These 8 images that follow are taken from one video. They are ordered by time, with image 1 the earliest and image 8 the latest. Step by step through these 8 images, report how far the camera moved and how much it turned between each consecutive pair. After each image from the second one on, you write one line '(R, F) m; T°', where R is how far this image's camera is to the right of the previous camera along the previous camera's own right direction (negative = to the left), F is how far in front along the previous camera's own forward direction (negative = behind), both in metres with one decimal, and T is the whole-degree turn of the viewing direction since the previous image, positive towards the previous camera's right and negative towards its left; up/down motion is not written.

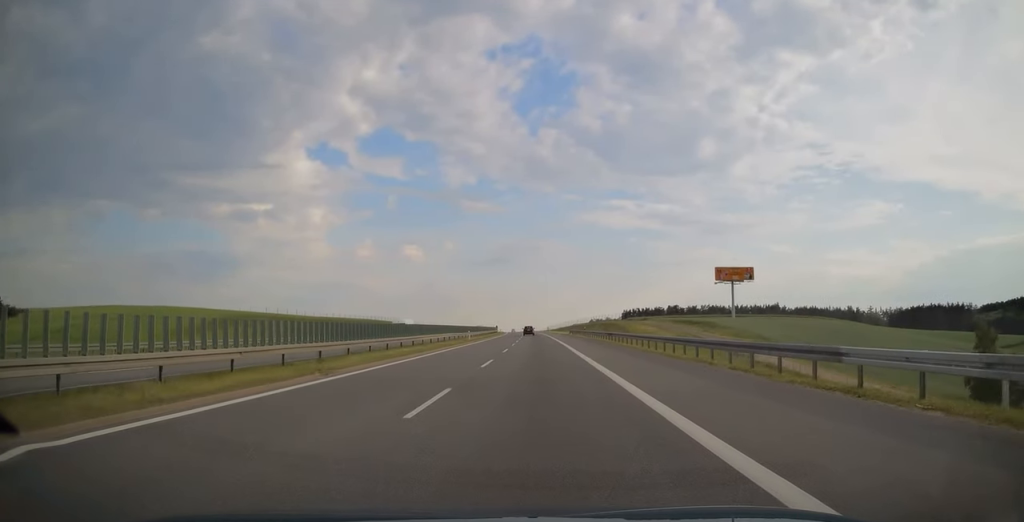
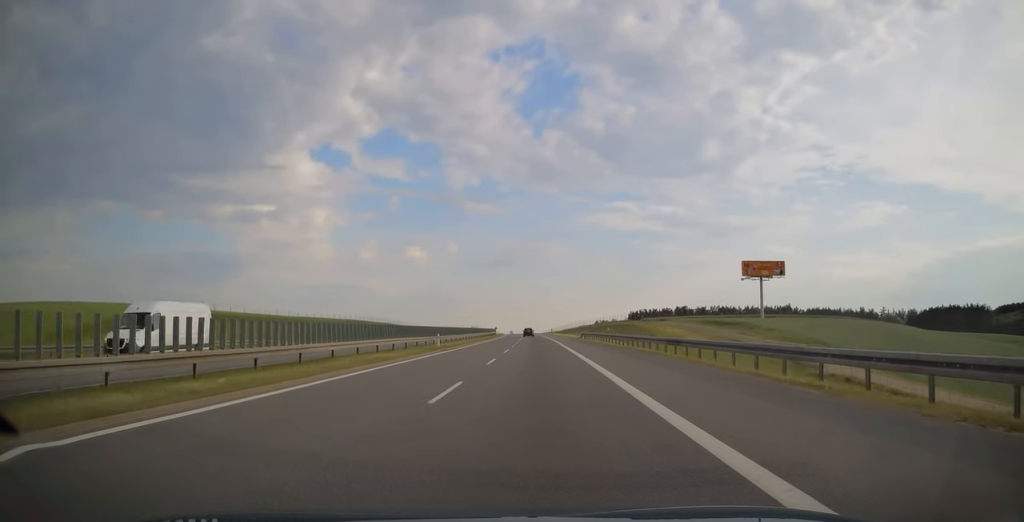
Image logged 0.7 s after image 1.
(0.0, +22.3) m; 0°
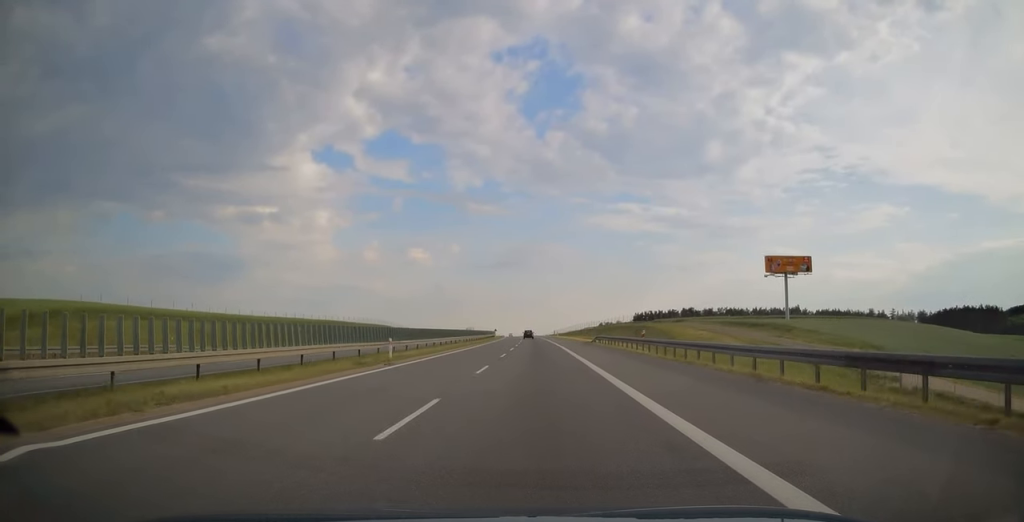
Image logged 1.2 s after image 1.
(0.0, +15.8) m; 0°
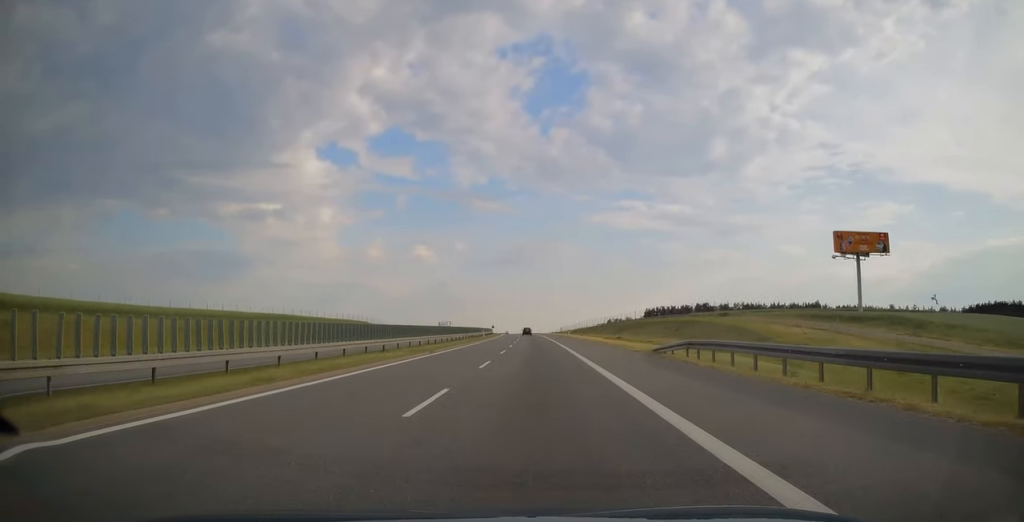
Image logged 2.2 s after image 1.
(-0.1, +34.3) m; 0°
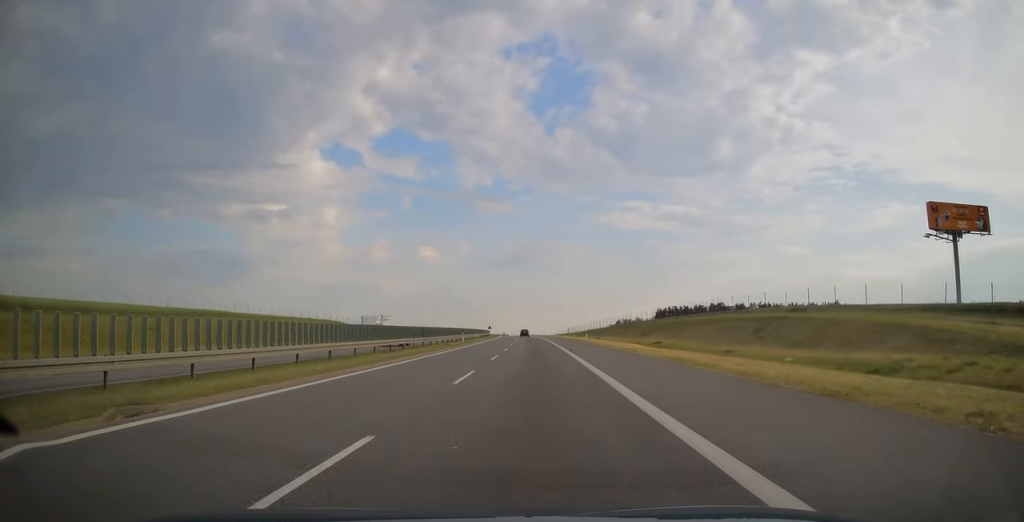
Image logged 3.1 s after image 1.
(-0.1, +29.9) m; 0°
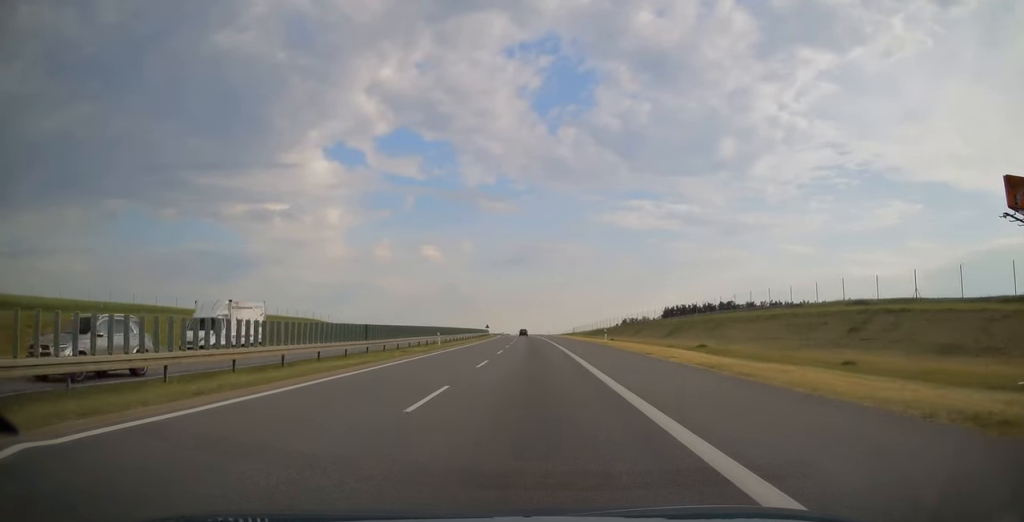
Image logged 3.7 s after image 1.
(0.0, +17.4) m; 0°
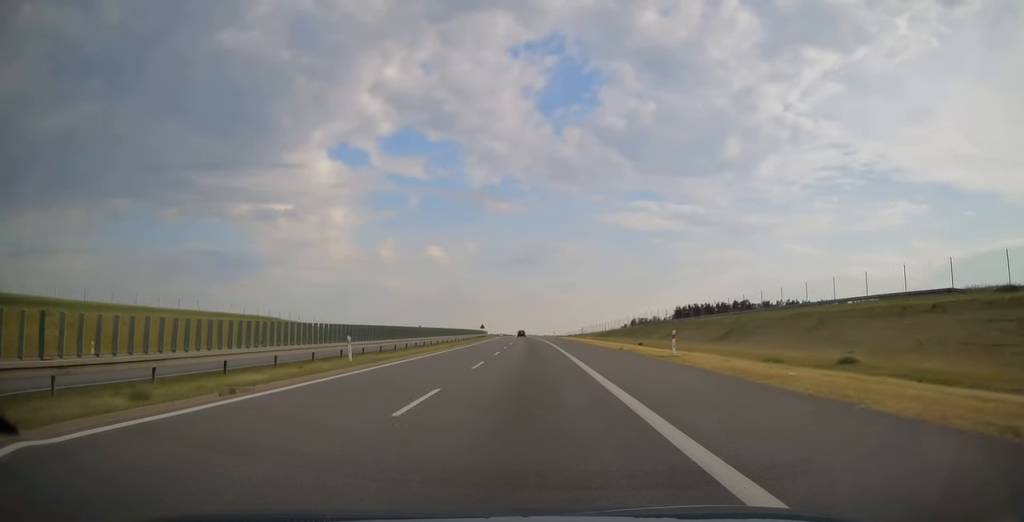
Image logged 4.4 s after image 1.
(-0.1, +24.4) m; 0°
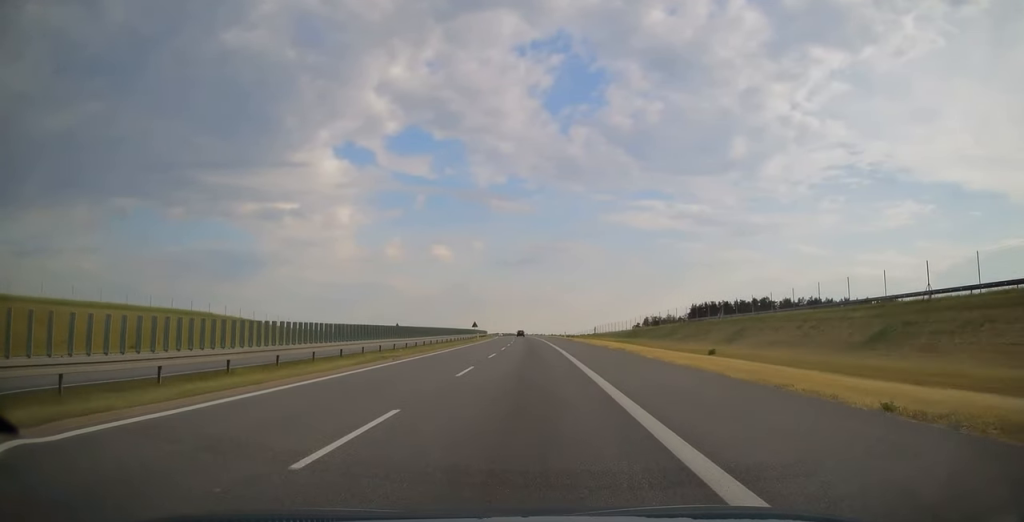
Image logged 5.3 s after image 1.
(-0.1, +27.7) m; 0°
